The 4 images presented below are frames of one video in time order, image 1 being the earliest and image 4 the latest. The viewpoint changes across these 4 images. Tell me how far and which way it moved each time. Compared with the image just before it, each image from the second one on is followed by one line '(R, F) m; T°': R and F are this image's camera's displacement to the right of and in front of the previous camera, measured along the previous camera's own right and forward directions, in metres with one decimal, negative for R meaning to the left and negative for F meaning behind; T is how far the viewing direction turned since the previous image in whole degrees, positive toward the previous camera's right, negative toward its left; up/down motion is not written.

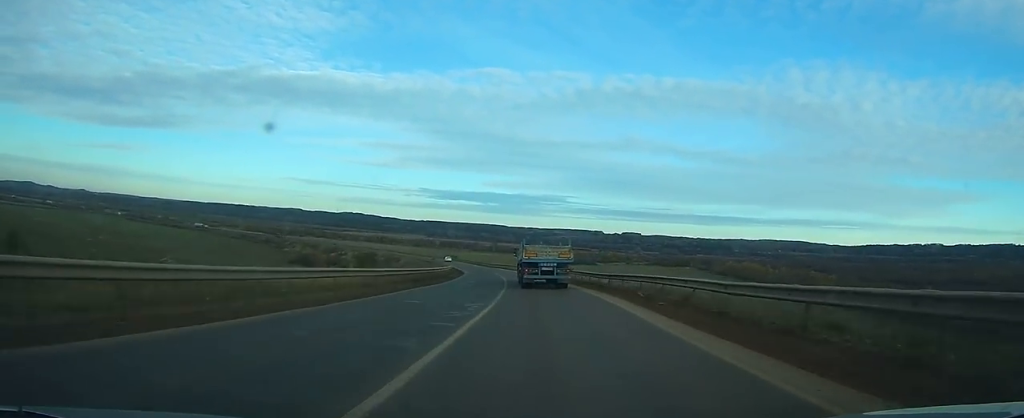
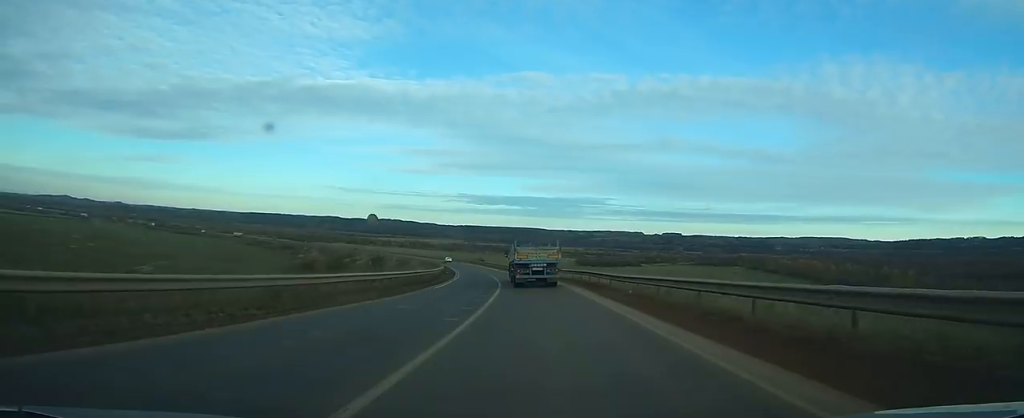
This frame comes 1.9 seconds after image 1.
(-0.3, +38.6) m; -2°
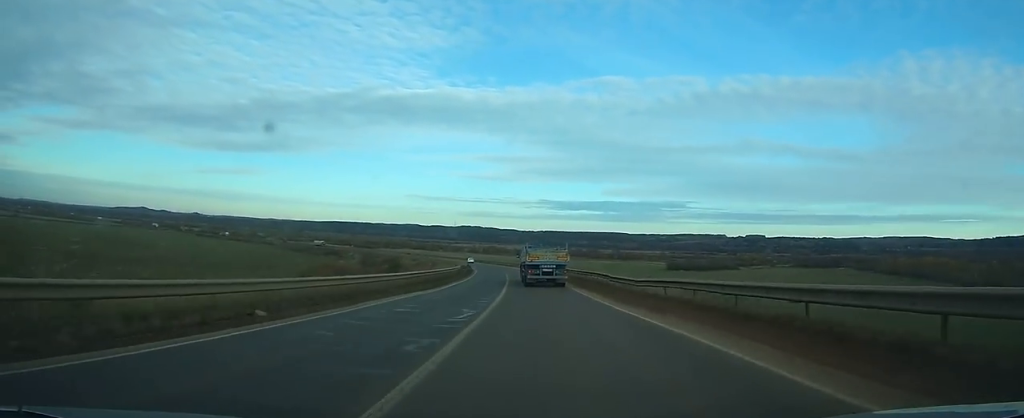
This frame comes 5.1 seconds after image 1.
(-3.7, +65.3) m; -7°
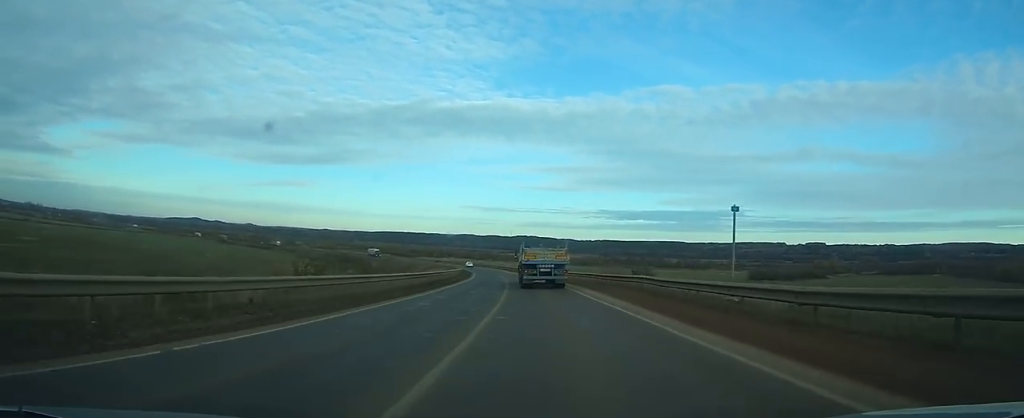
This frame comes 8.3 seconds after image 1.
(-4.1, +67.3) m; -6°
